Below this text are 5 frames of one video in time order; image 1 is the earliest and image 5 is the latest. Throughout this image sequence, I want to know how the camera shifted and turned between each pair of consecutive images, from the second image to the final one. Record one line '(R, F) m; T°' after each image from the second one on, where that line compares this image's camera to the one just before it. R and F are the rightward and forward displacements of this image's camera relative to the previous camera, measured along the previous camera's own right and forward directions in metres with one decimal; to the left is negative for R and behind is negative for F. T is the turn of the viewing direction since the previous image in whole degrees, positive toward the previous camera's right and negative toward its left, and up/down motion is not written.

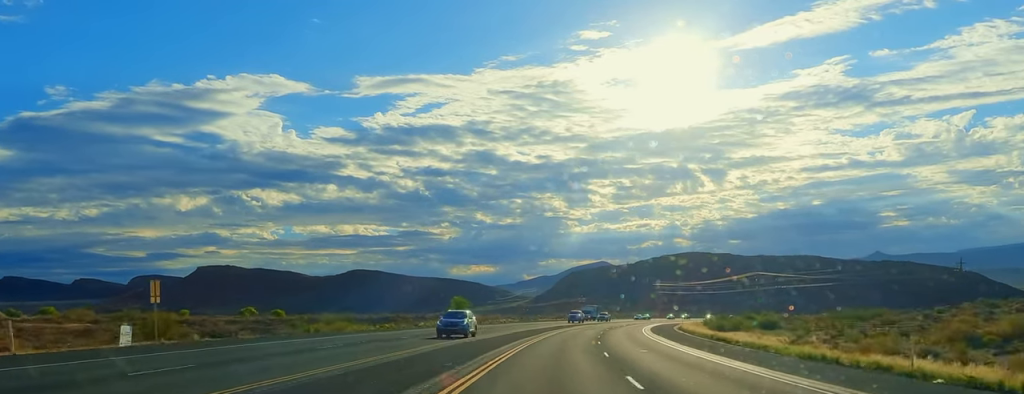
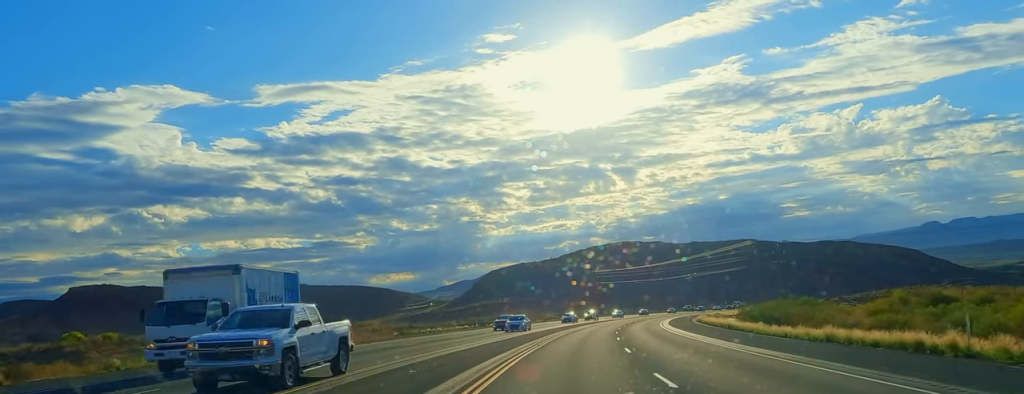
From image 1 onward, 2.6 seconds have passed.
(+5.1, +74.3) m; +8°
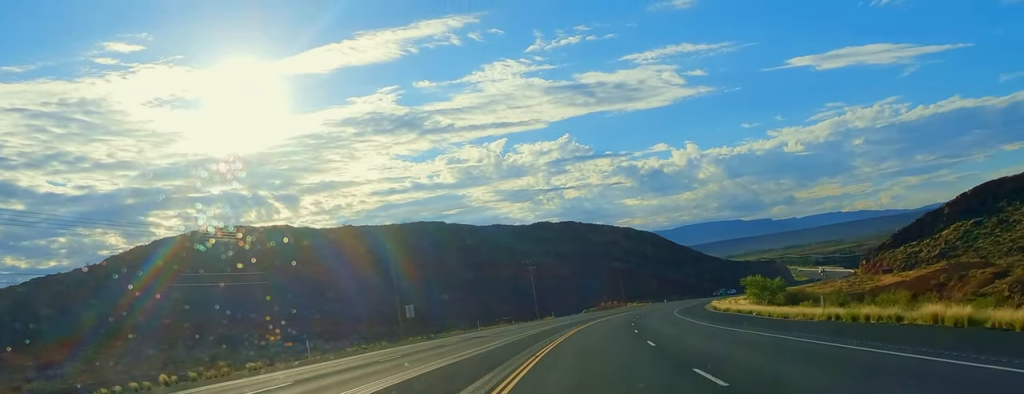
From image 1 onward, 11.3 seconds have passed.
(+57.1, +248.1) m; +26°
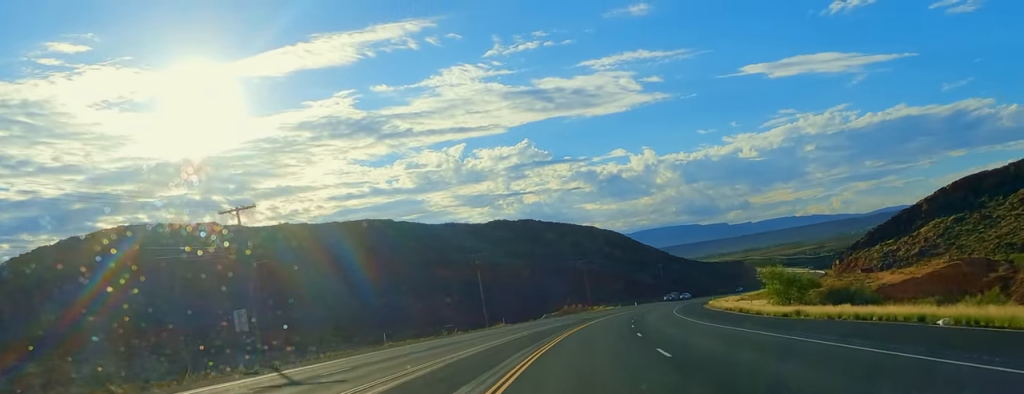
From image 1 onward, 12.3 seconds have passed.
(+0.8, +30.1) m; +3°
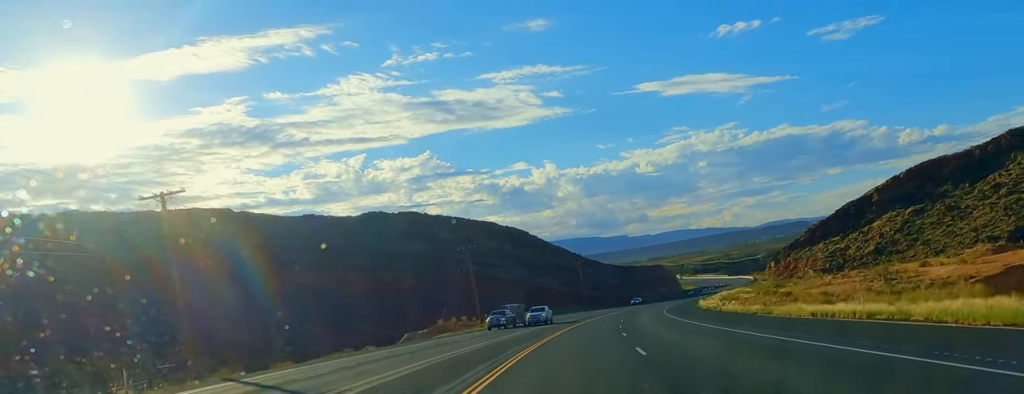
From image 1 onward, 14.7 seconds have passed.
(+3.4, +72.2) m; +8°
